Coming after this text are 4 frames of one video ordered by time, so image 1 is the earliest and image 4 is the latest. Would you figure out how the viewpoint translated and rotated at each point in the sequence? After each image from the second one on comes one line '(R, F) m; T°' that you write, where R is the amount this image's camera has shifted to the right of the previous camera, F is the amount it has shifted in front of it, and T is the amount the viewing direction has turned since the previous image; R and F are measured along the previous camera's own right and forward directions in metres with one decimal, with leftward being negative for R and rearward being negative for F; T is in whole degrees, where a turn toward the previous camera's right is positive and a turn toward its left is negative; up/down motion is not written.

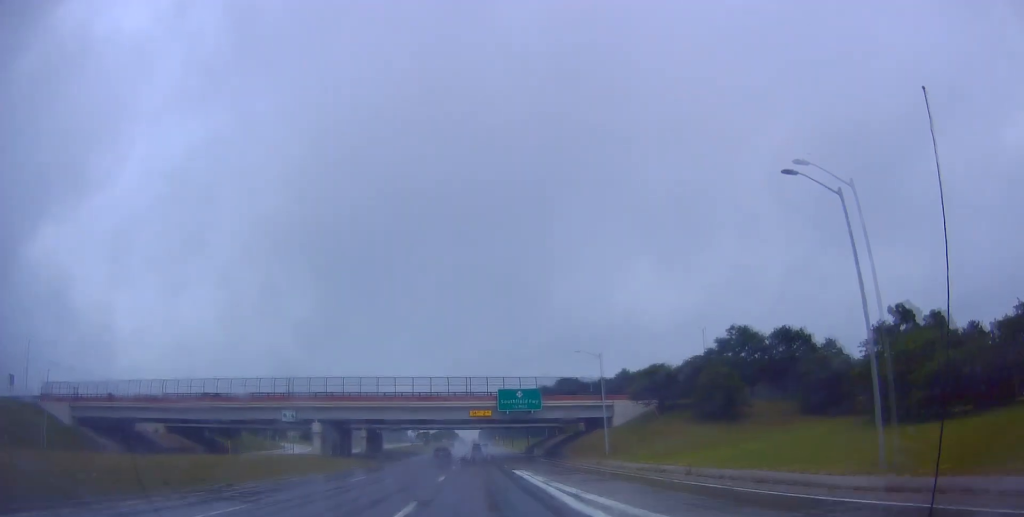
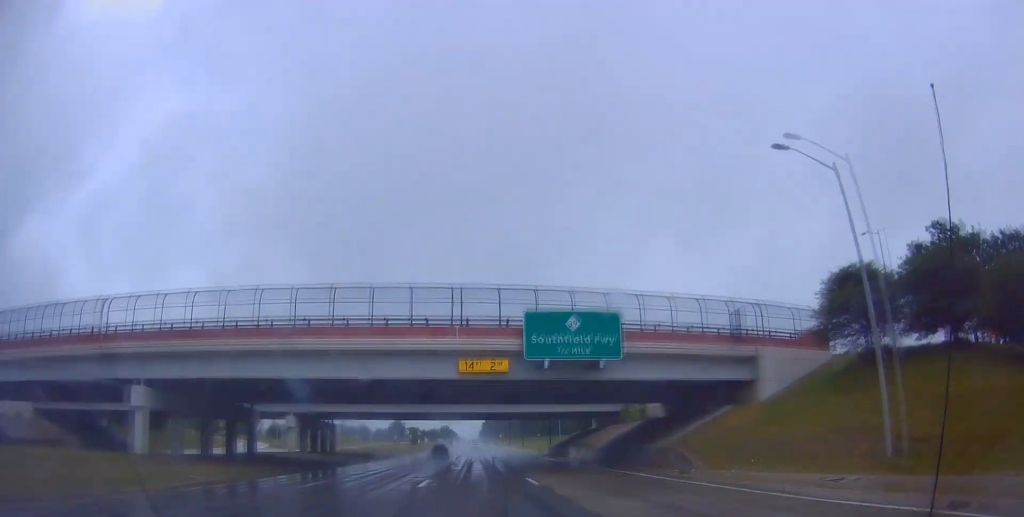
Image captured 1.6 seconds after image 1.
(-0.4, +37.7) m; 0°
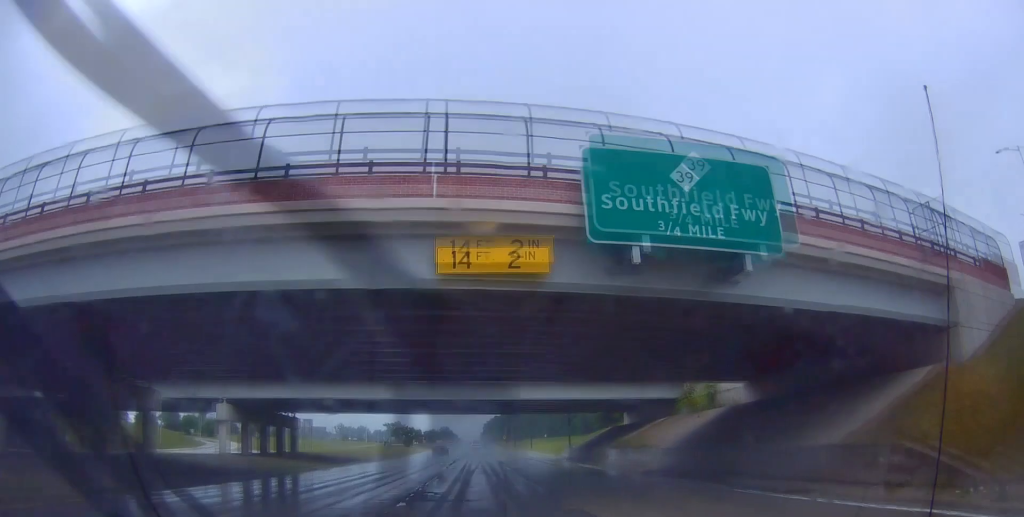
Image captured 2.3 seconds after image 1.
(+0.2, +16.8) m; +1°
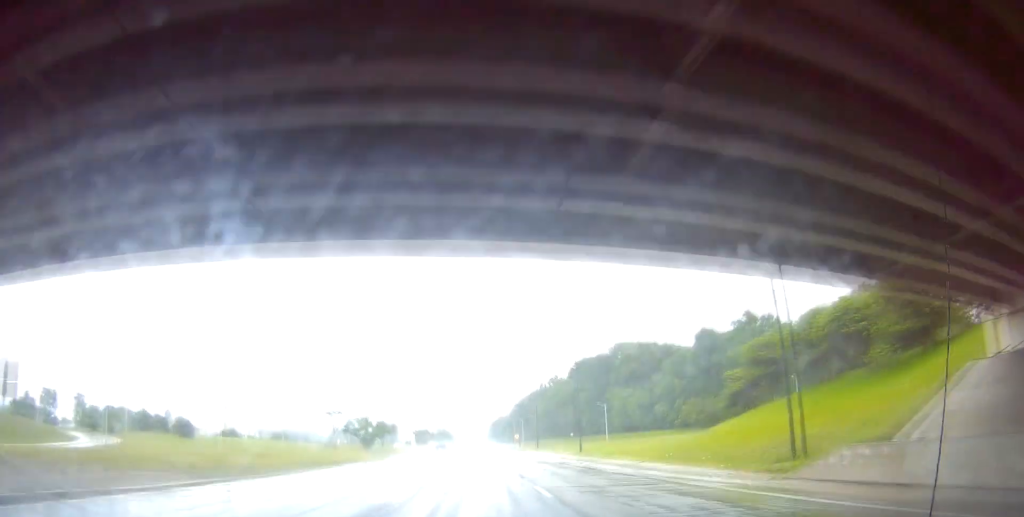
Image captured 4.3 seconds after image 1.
(0.0, +49.5) m; 0°
